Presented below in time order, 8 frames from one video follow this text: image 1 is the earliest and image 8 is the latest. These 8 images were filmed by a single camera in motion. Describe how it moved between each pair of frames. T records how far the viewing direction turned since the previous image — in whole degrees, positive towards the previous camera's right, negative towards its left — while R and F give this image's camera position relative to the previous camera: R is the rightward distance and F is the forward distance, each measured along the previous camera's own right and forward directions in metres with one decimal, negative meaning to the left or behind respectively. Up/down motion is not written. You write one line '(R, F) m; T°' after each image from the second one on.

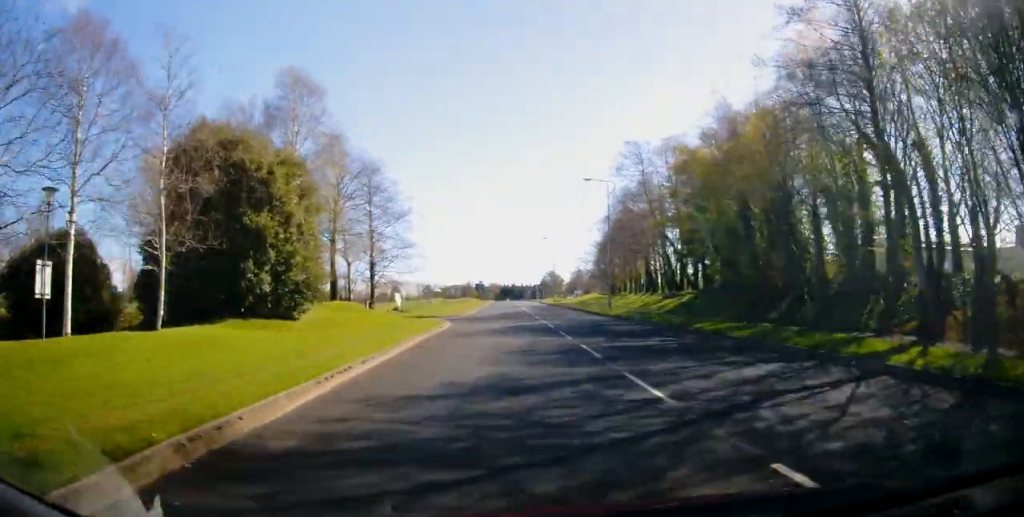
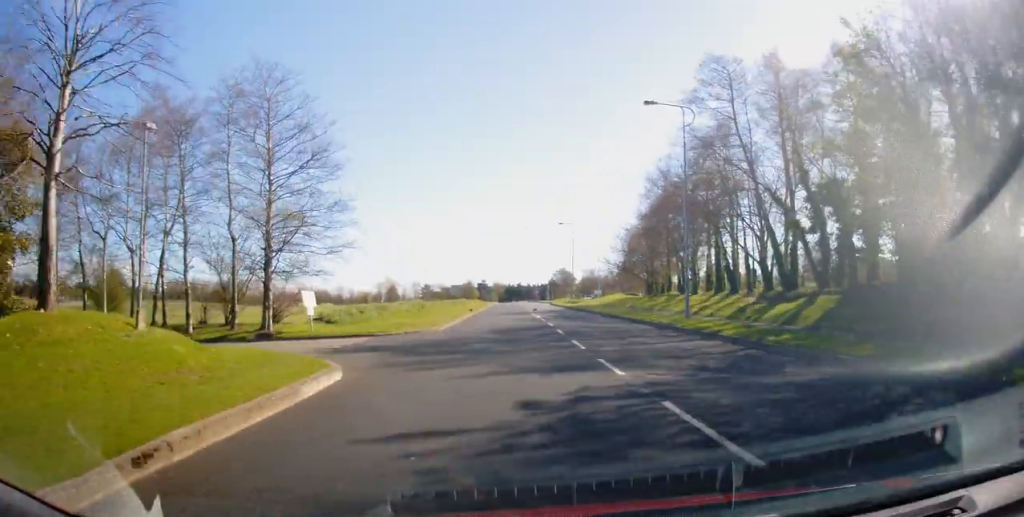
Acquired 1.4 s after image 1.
(0.0, +19.1) m; 0°
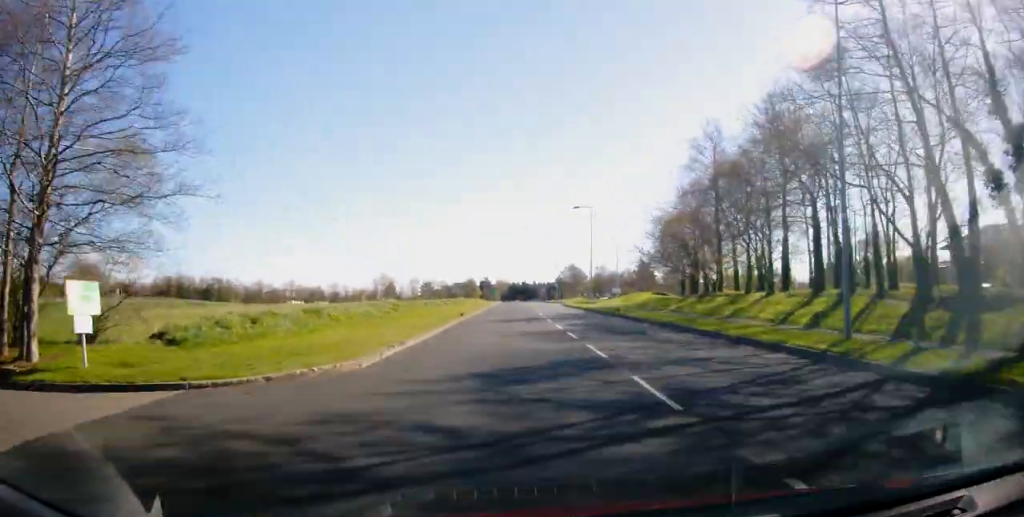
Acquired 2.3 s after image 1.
(0.0, +13.3) m; 0°
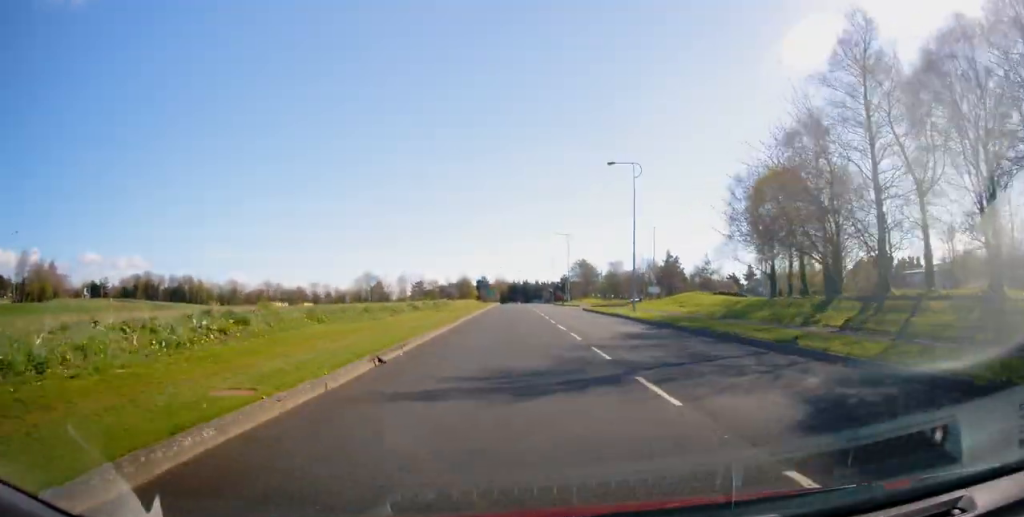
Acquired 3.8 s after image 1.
(0.0, +21.3) m; -1°
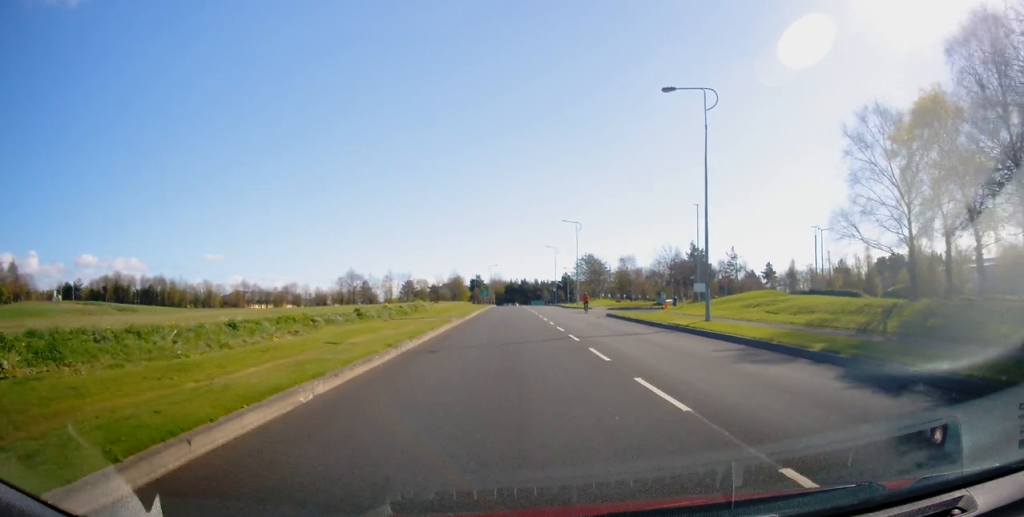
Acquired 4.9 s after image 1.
(-0.3, +15.8) m; -2°
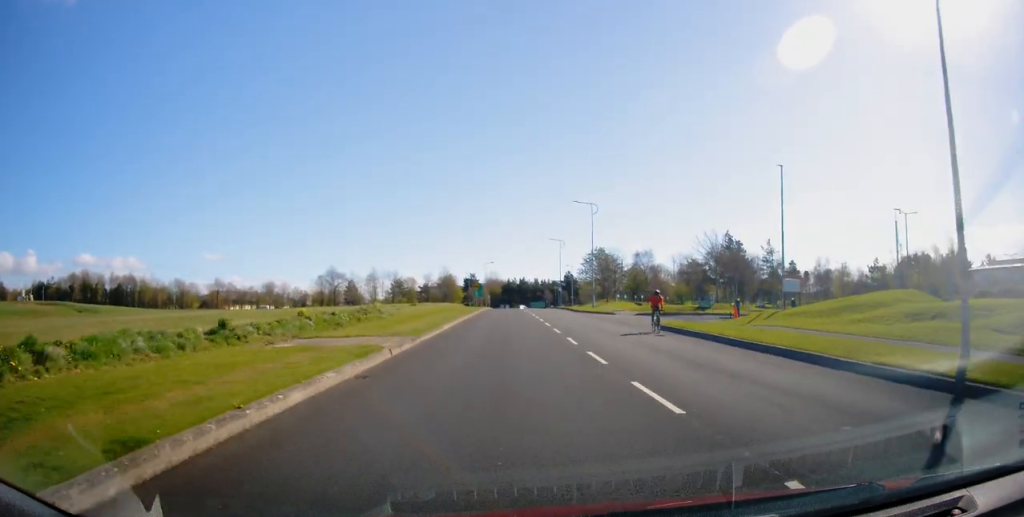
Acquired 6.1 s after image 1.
(-0.1, +15.6) m; +1°
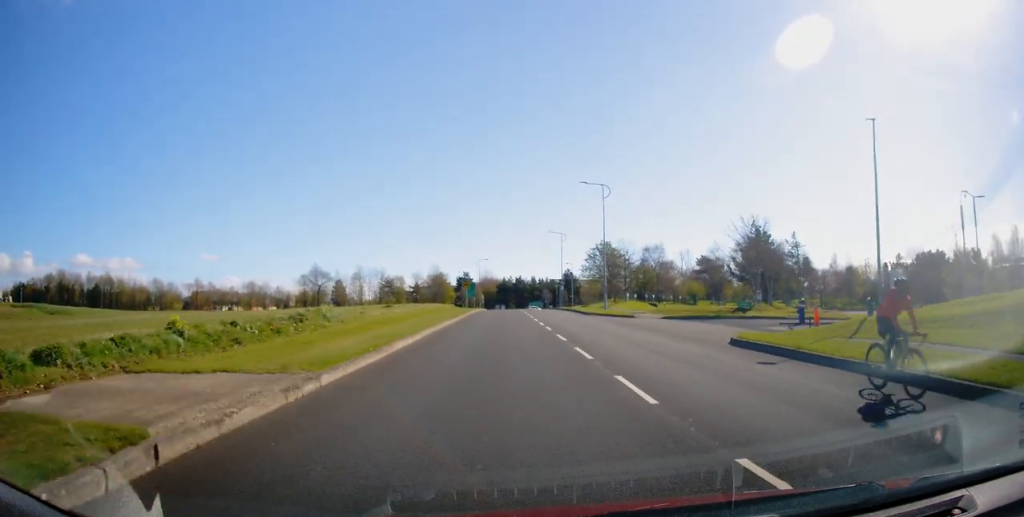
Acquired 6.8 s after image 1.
(+0.2, +9.6) m; +2°
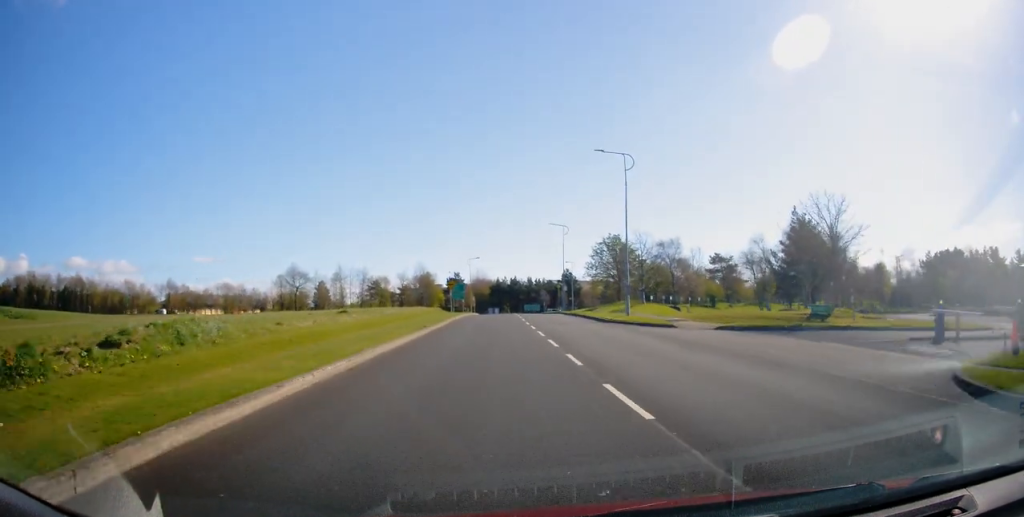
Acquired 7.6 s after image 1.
(-0.1, +11.3) m; +2°
